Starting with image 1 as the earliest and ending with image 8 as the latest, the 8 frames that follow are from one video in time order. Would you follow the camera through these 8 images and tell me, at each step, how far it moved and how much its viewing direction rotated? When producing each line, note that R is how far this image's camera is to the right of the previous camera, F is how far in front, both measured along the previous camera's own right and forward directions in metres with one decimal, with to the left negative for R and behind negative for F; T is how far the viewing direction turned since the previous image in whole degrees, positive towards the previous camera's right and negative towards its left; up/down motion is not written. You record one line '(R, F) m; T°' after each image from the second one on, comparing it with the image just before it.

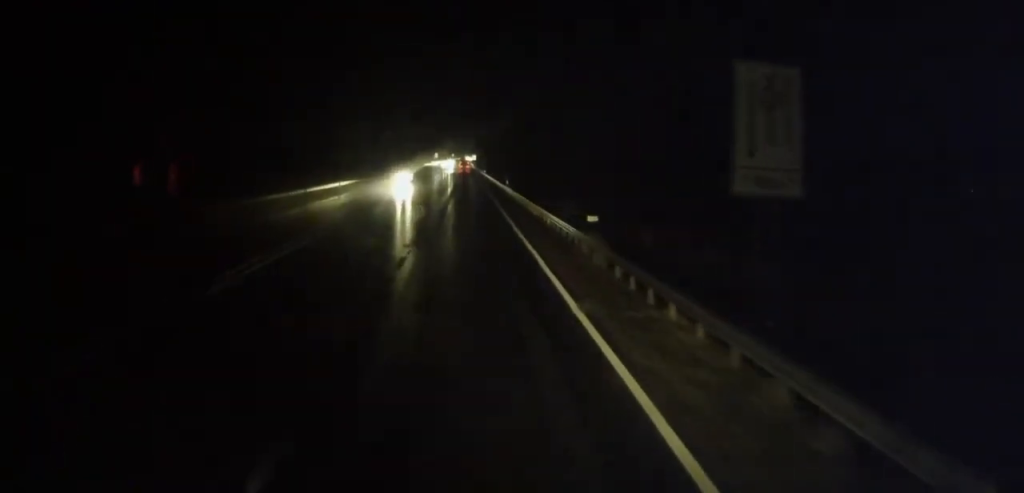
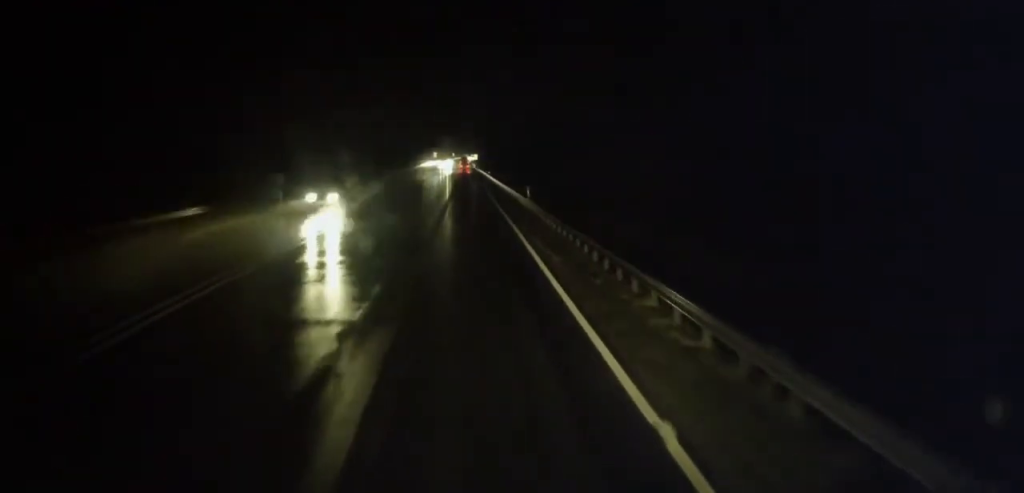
(+0.1, +16.5) m; +1°
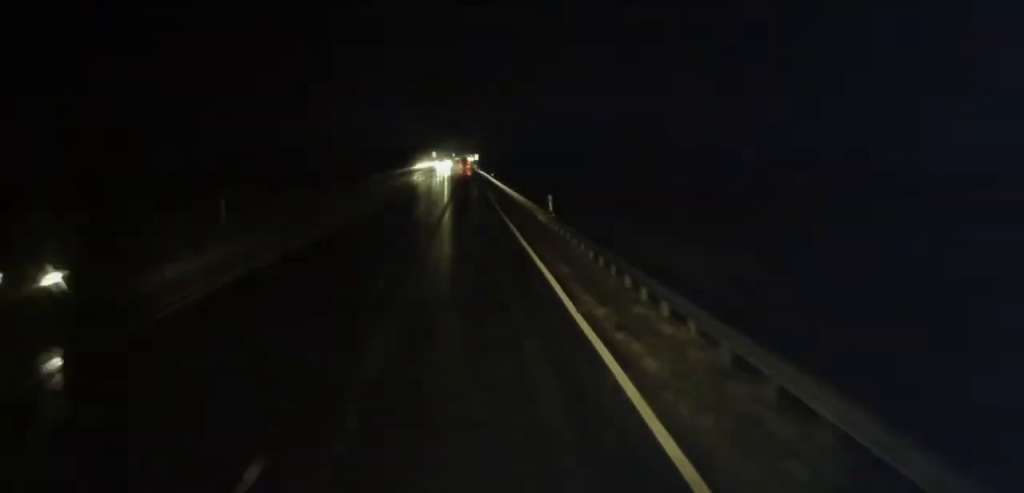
(+0.1, +8.8) m; 0°
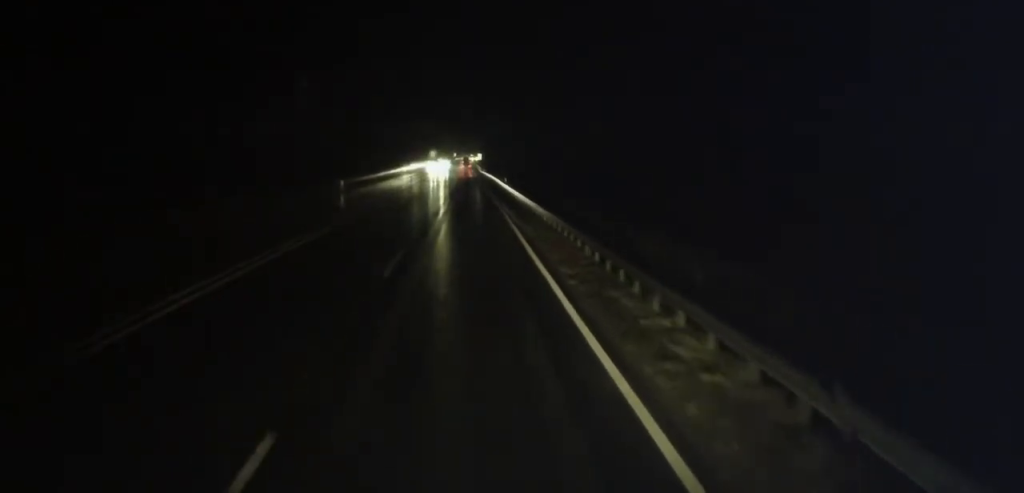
(-0.2, +23.4) m; -1°
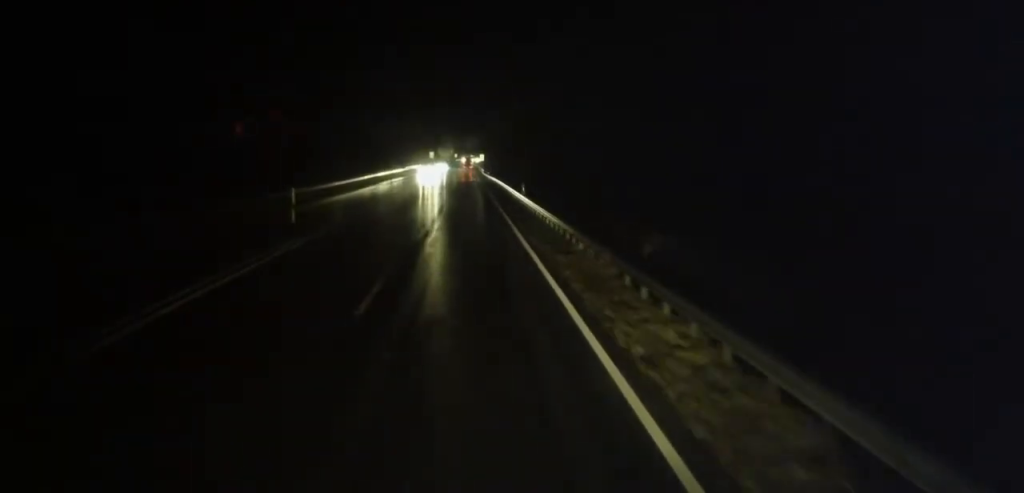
(-0.2, +15.2) m; 0°
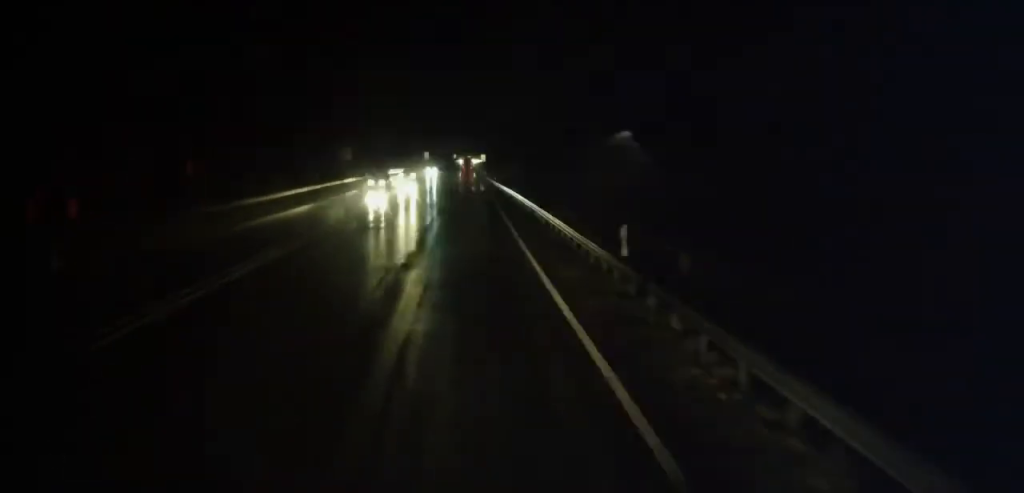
(+0.4, +23.4) m; +1°
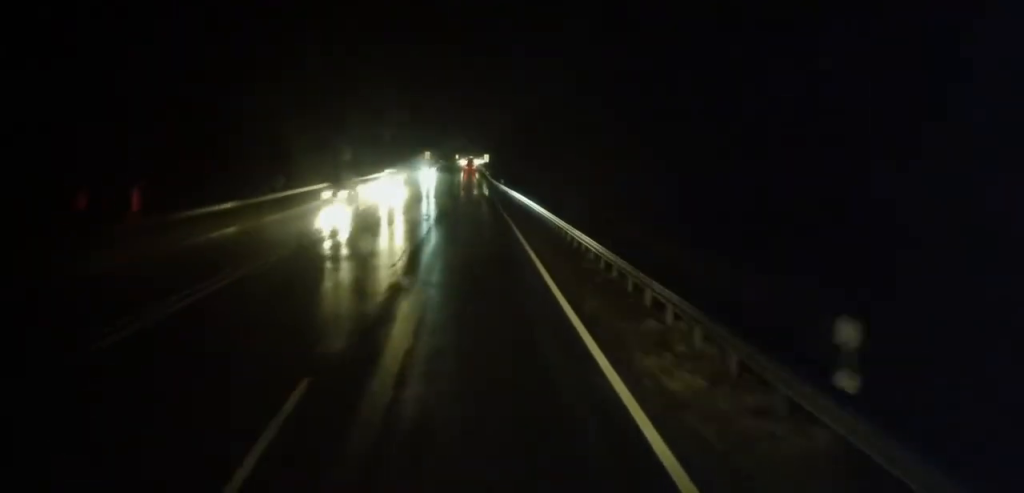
(0.0, +7.6) m; 0°
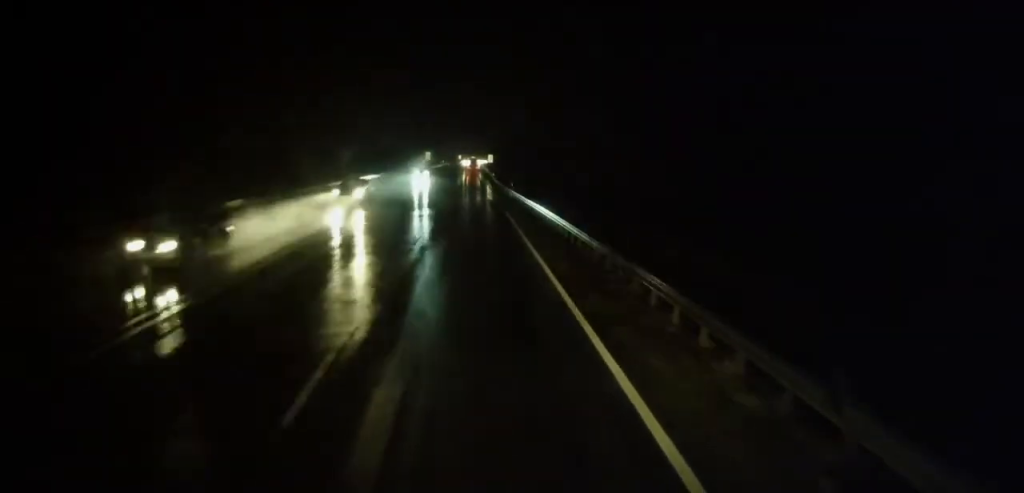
(-0.2, +9.4) m; -1°
